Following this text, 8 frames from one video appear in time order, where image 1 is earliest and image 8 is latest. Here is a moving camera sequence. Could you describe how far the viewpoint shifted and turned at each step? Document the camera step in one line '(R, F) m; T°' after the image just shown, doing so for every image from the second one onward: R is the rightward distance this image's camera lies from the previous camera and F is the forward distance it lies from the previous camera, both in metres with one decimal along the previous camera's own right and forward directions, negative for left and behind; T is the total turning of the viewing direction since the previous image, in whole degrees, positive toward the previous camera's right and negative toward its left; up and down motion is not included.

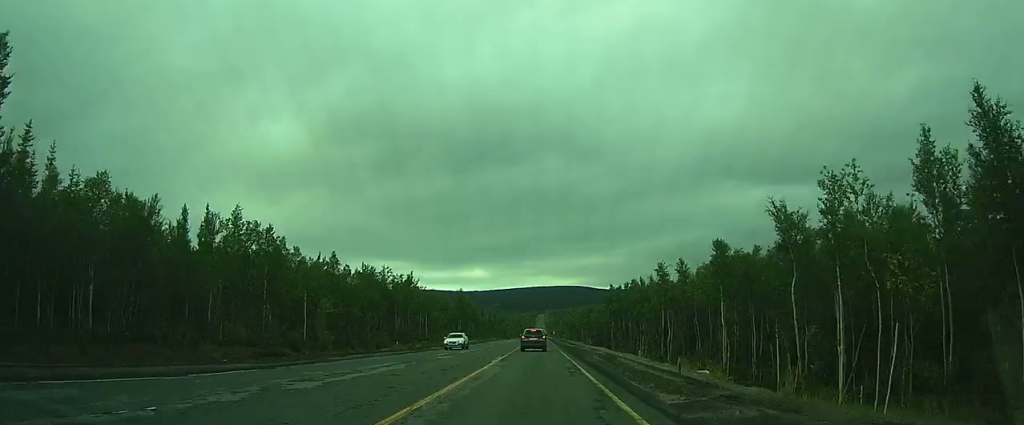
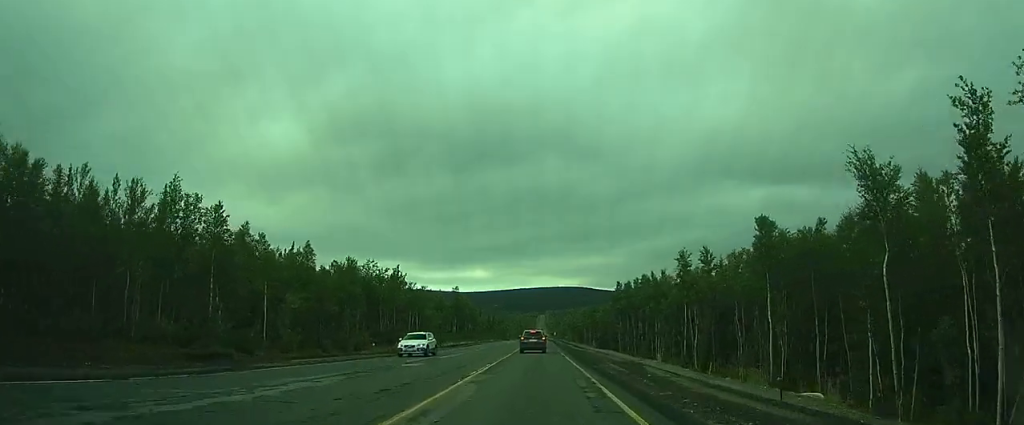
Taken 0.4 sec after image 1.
(0.0, +6.2) m; 0°
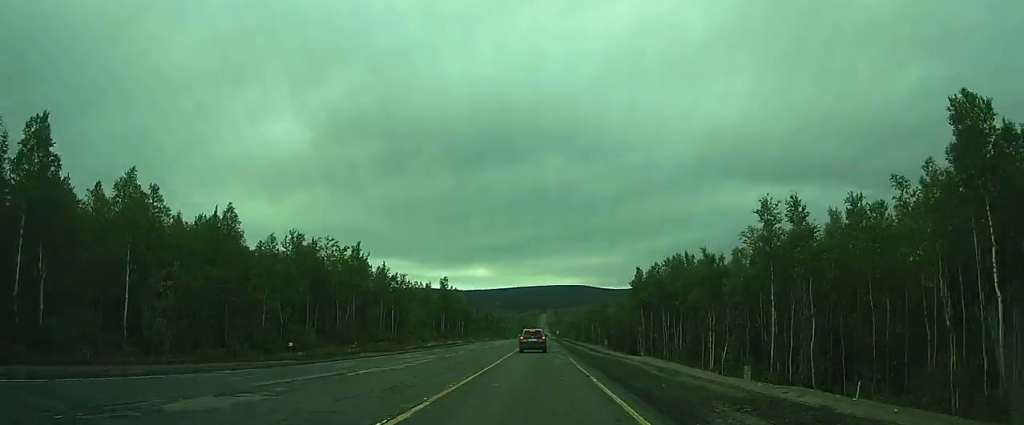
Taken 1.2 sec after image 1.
(0.0, +12.4) m; 0°
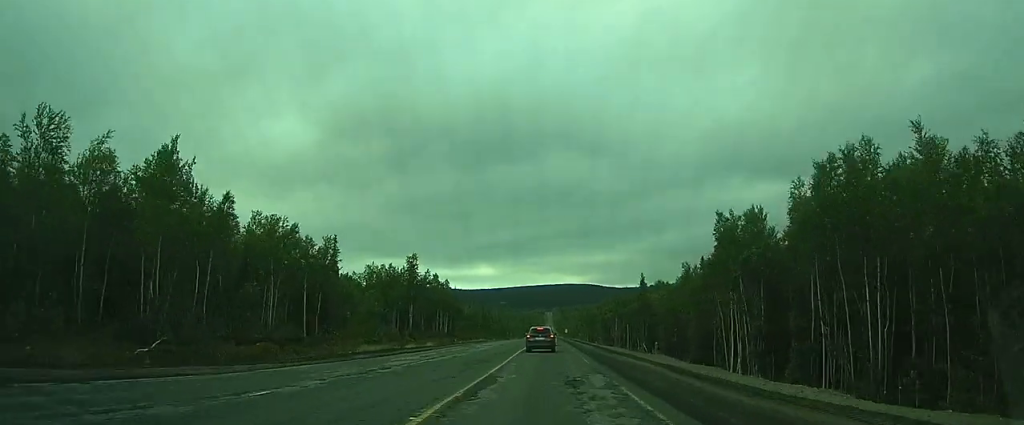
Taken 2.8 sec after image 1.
(+0.1, +22.3) m; +1°
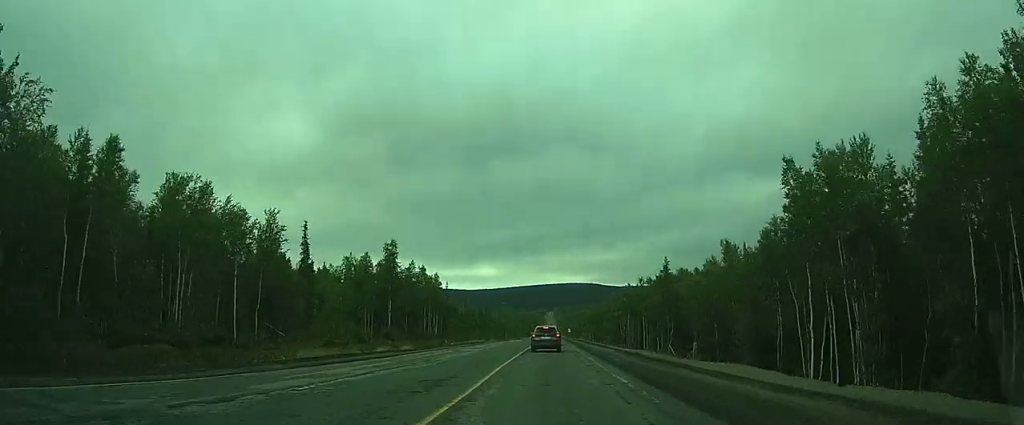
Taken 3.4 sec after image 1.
(0.0, +8.6) m; 0°
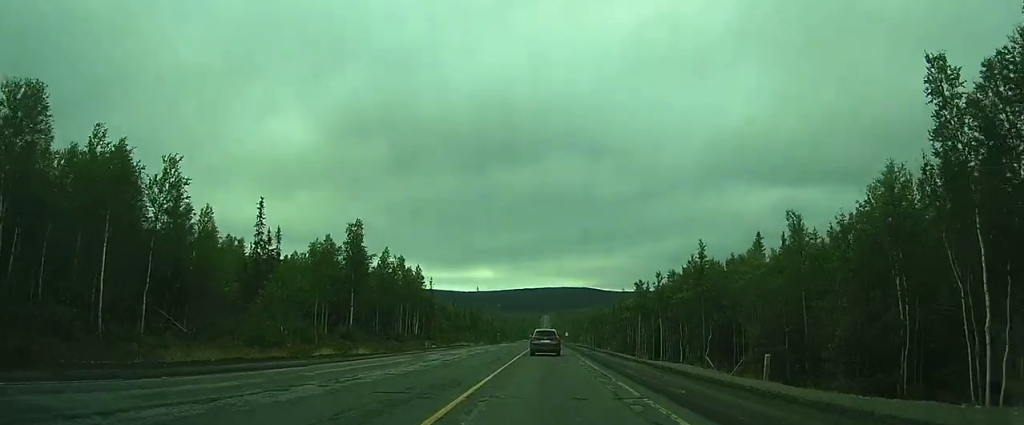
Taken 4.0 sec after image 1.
(0.0, +9.2) m; 0°
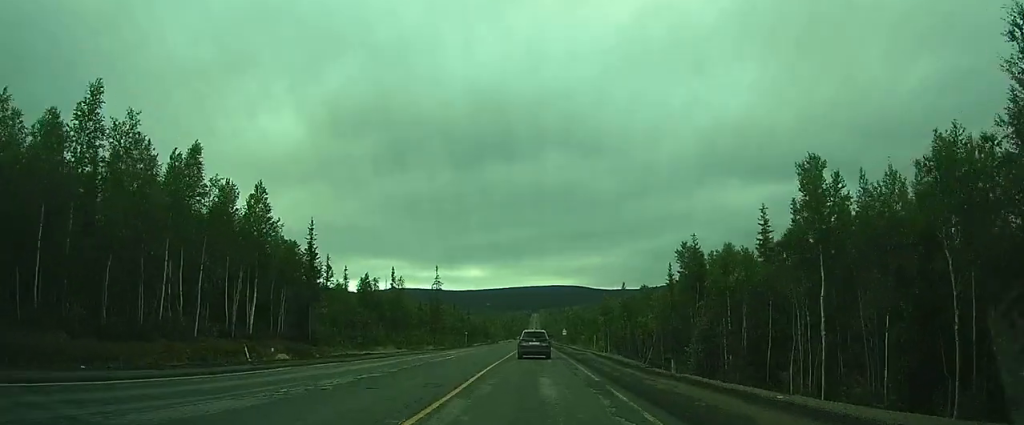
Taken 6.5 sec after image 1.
(0.0, +41.9) m; 0°
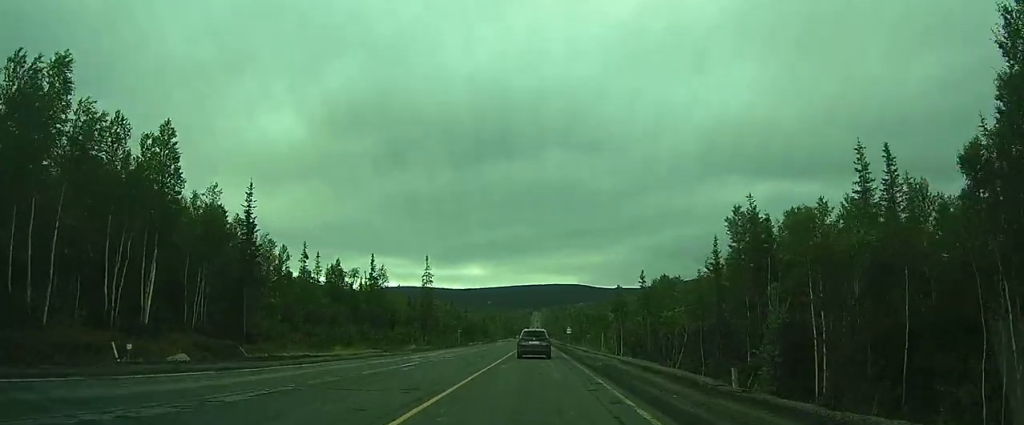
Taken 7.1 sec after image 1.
(0.0, +13.1) m; 0°
